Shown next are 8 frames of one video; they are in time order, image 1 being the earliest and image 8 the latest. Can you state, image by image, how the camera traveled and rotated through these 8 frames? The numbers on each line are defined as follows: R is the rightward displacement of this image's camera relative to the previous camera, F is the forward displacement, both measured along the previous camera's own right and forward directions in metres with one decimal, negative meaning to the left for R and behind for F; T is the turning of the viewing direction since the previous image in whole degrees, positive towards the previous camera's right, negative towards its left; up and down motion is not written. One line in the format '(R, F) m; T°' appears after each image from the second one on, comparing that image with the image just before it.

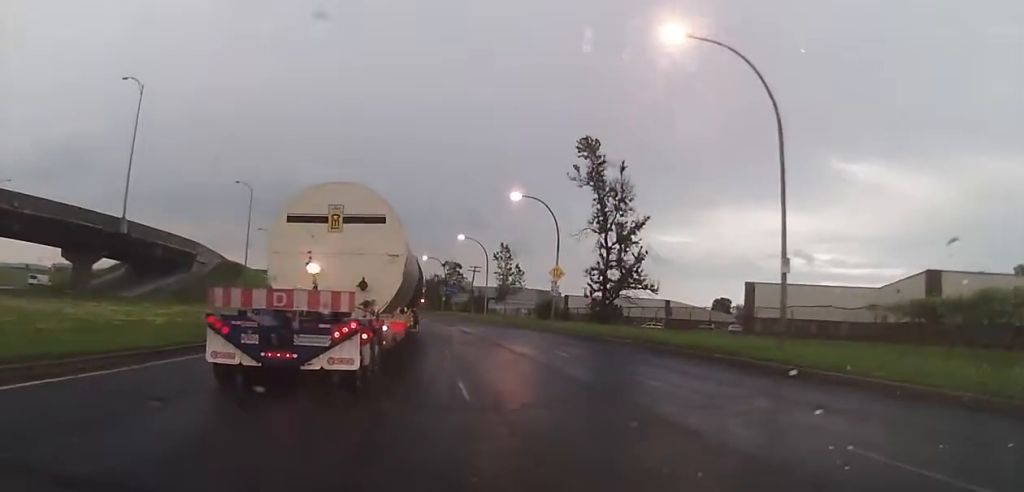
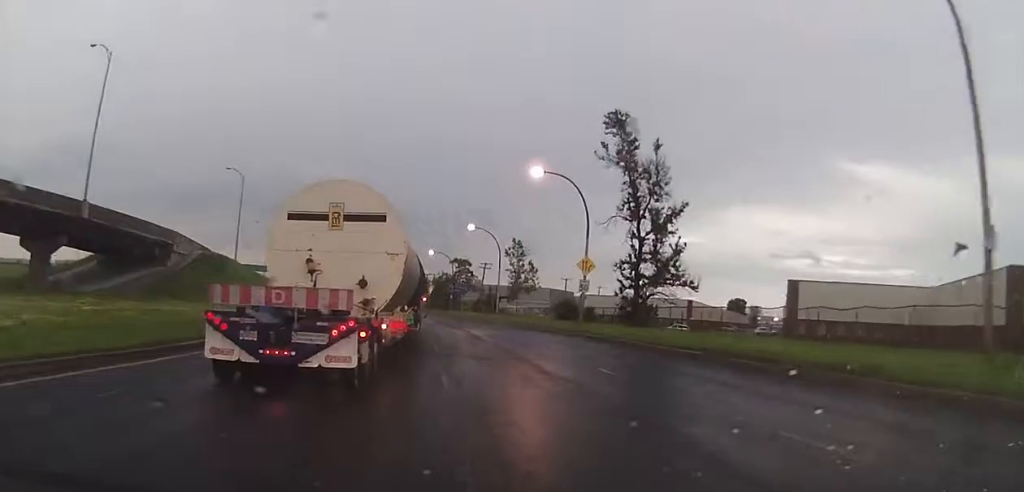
(-0.2, +8.5) m; -1°
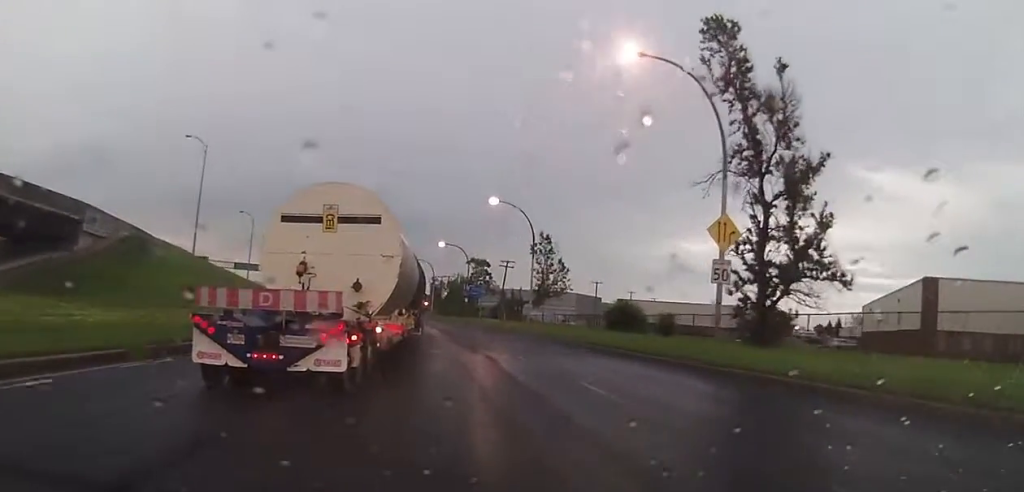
(-0.3, +20.1) m; -1°
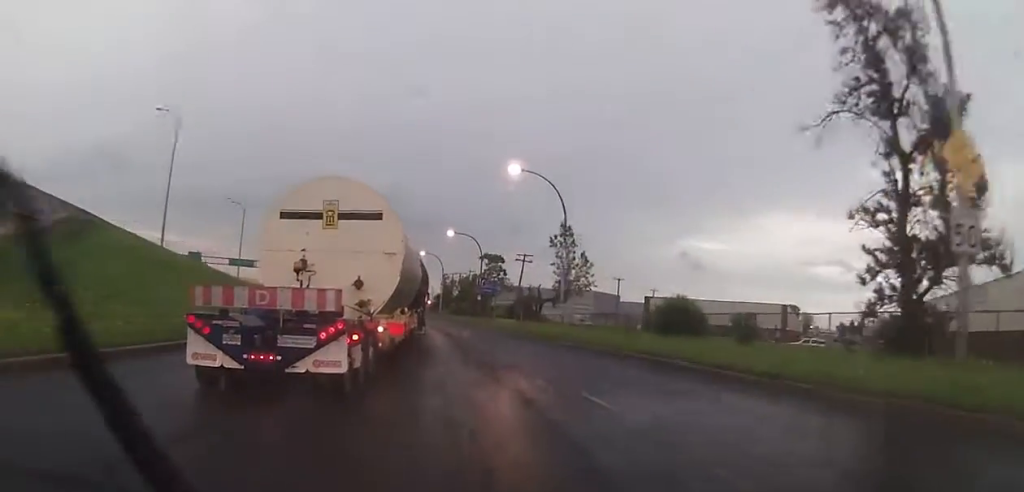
(0.0, +10.7) m; -2°
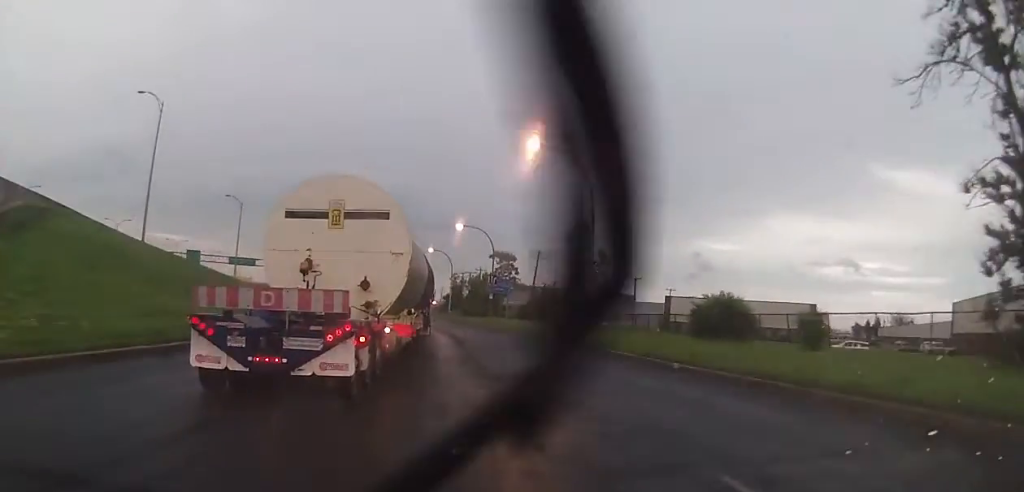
(0.0, +5.8) m; -1°
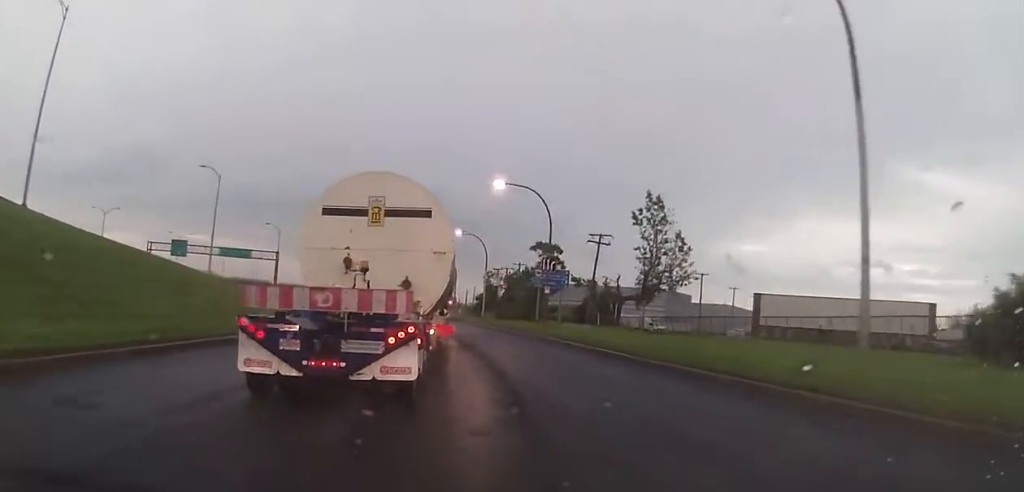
(-0.6, +21.6) m; -2°
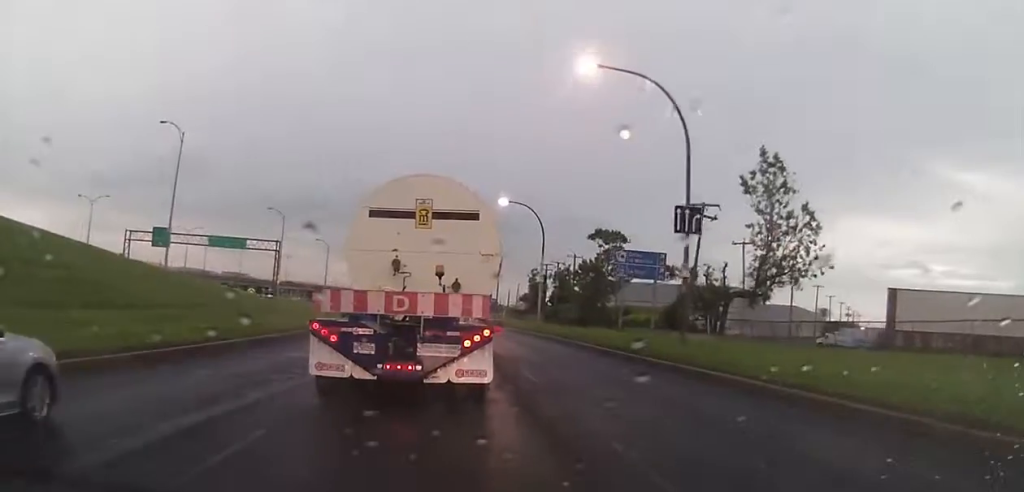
(-0.2, +21.1) m; -3°
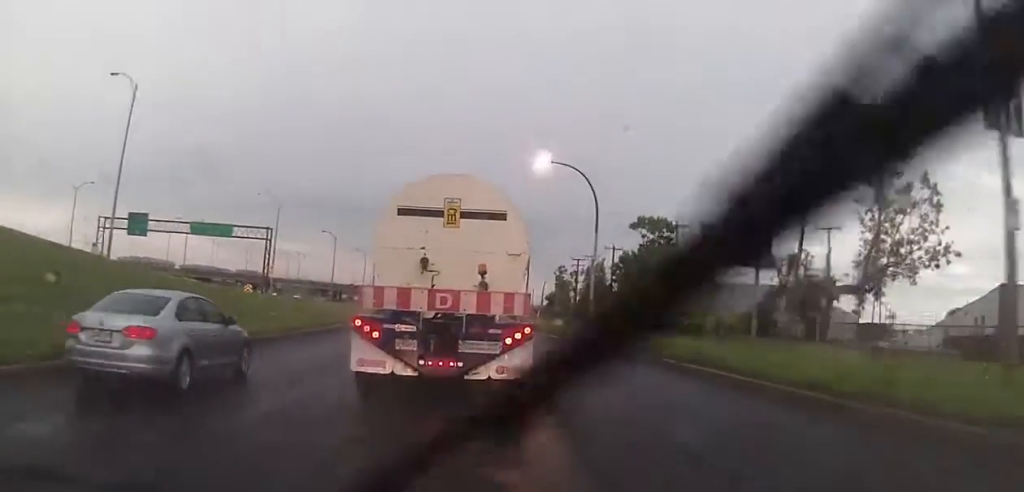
(-0.4, +13.3) m; -2°
